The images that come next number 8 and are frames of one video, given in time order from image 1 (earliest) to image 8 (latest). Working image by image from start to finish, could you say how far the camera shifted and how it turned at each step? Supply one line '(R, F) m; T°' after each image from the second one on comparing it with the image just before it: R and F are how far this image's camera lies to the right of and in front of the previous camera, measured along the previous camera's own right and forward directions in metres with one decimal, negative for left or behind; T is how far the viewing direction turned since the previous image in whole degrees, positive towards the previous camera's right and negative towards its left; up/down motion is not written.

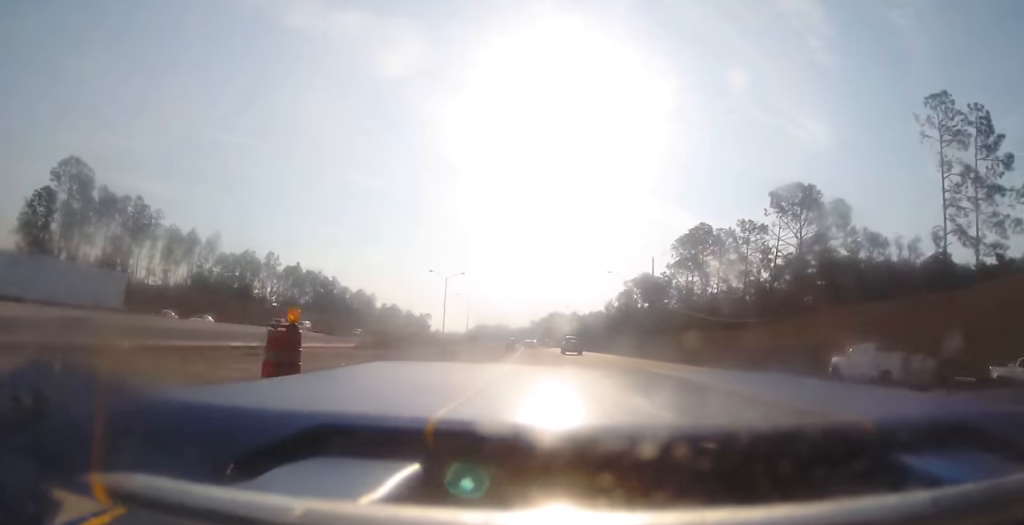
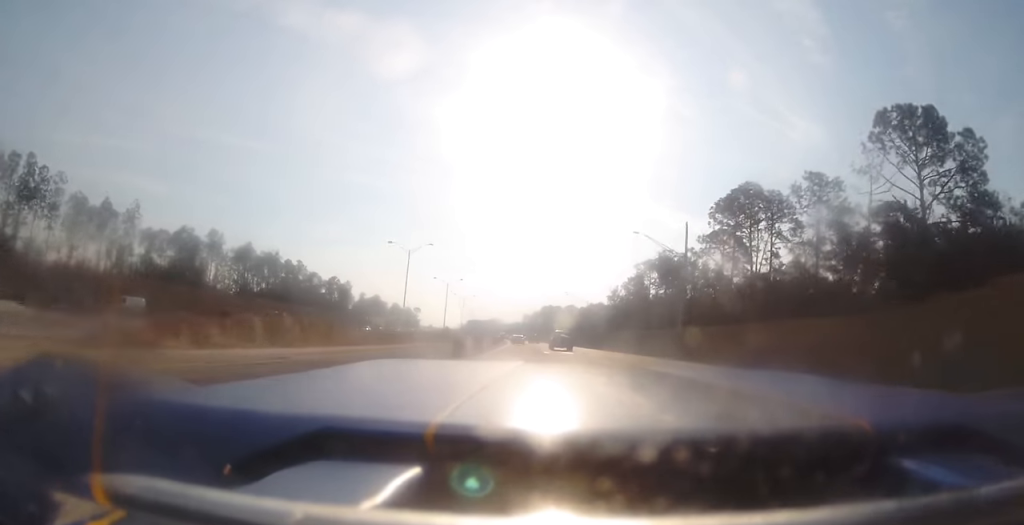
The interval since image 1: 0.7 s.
(-0.1, +27.1) m; +1°
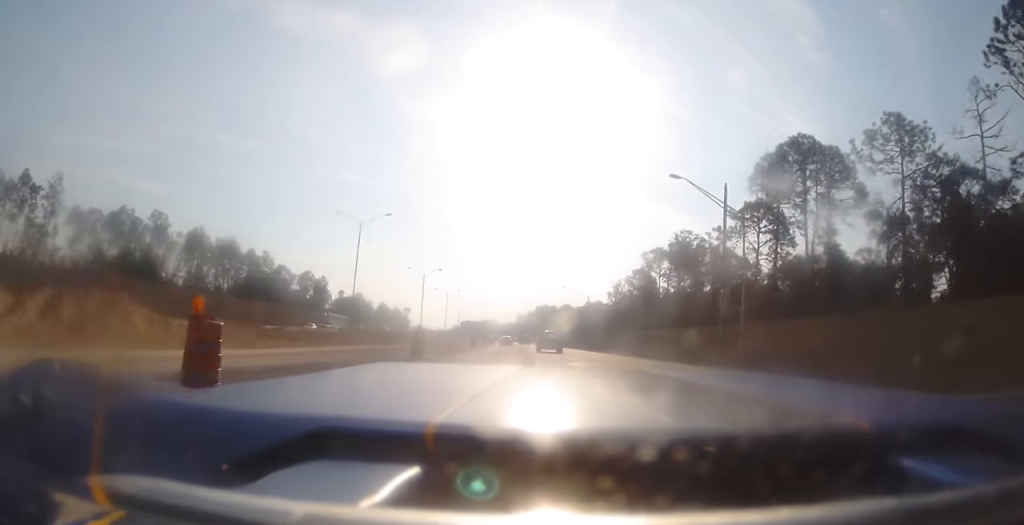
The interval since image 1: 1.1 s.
(+0.4, +19.5) m; +1°
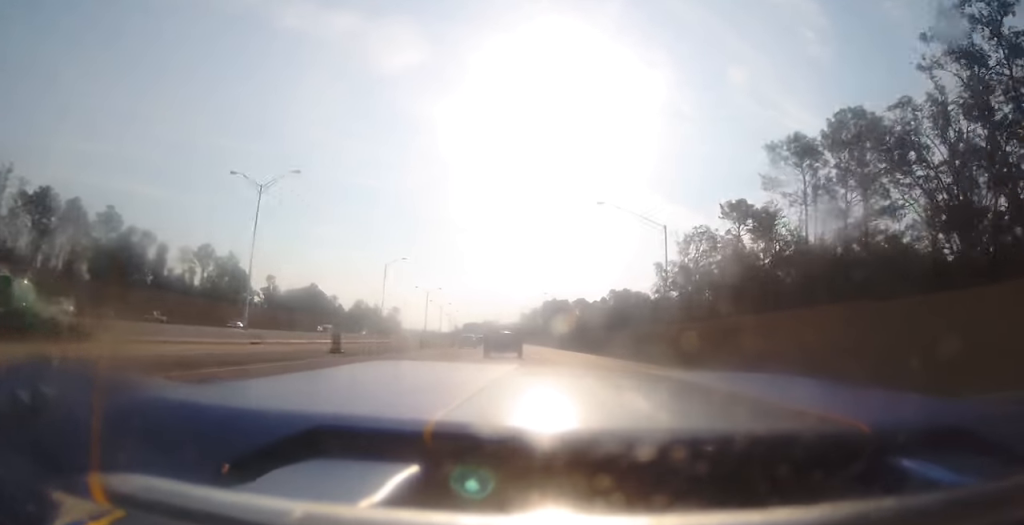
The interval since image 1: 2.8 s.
(+0.5, +69.5) m; 0°
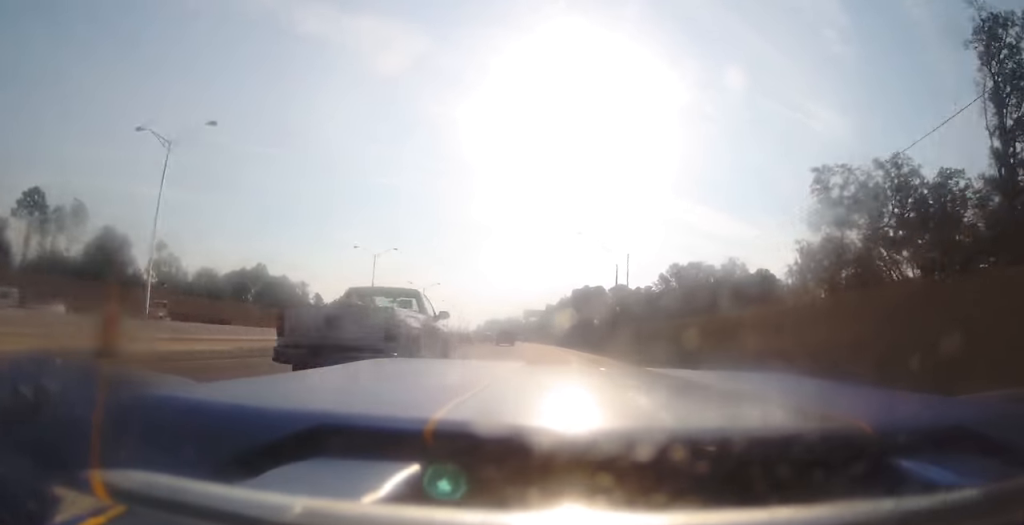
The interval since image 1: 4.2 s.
(-1.1, +61.4) m; -2°
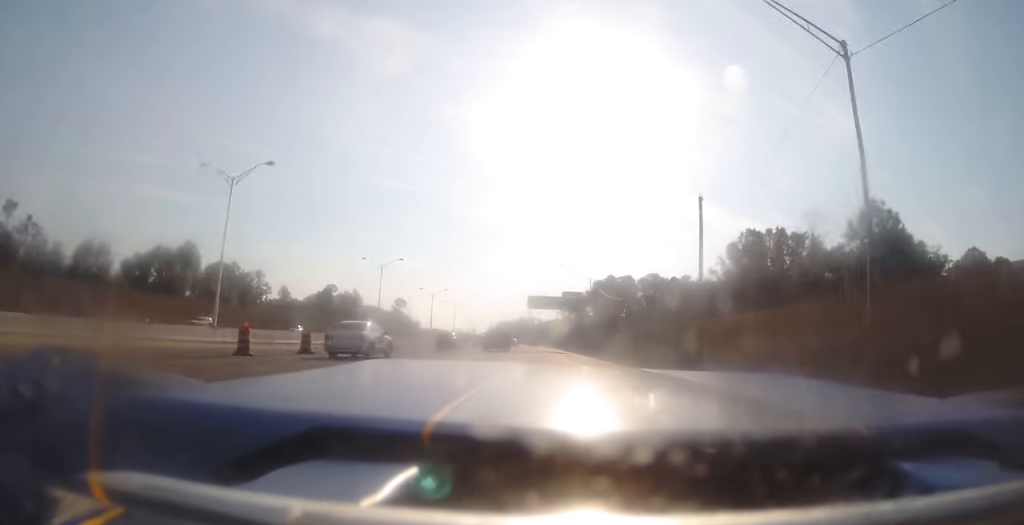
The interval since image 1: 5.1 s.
(-0.7, +42.3) m; -2°
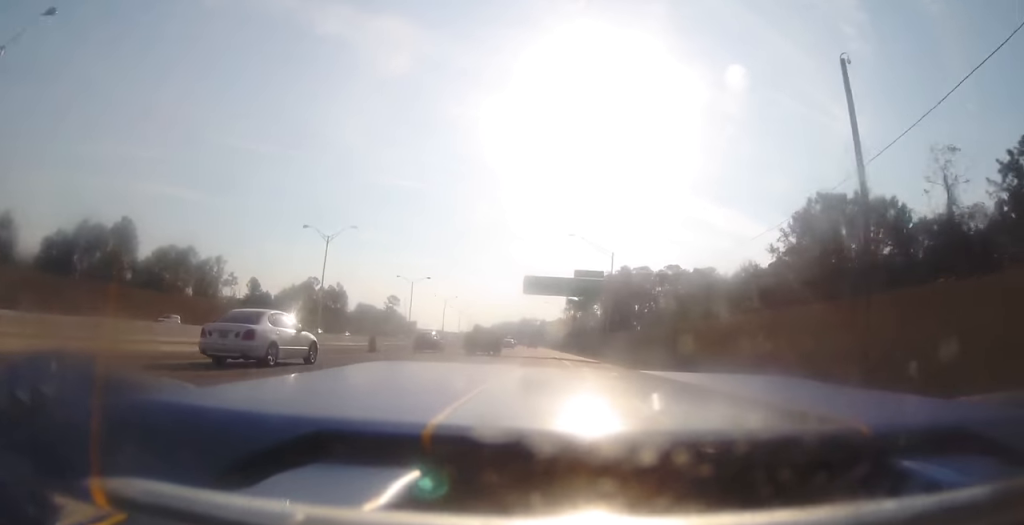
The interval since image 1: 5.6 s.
(-0.1, +24.5) m; -1°
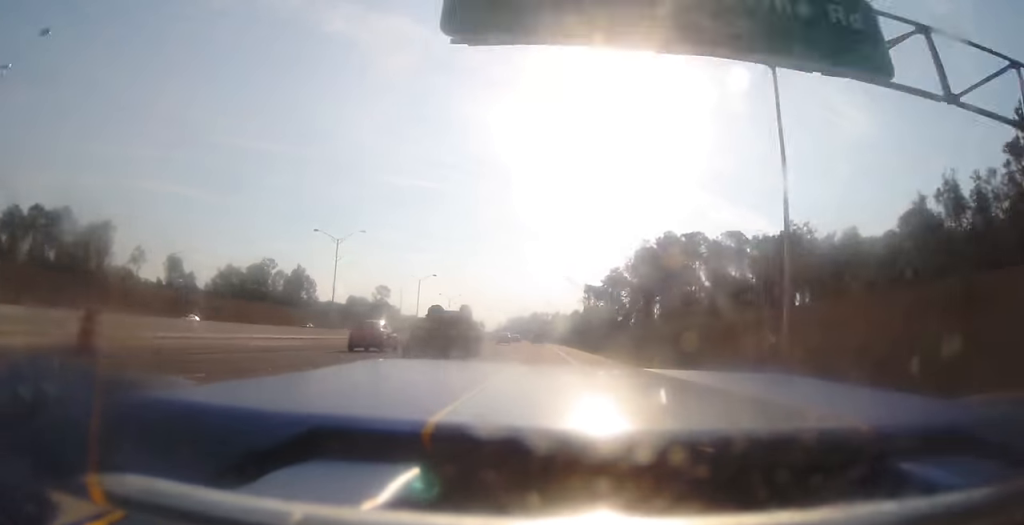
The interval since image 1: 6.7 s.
(-0.8, +48.8) m; -1°
